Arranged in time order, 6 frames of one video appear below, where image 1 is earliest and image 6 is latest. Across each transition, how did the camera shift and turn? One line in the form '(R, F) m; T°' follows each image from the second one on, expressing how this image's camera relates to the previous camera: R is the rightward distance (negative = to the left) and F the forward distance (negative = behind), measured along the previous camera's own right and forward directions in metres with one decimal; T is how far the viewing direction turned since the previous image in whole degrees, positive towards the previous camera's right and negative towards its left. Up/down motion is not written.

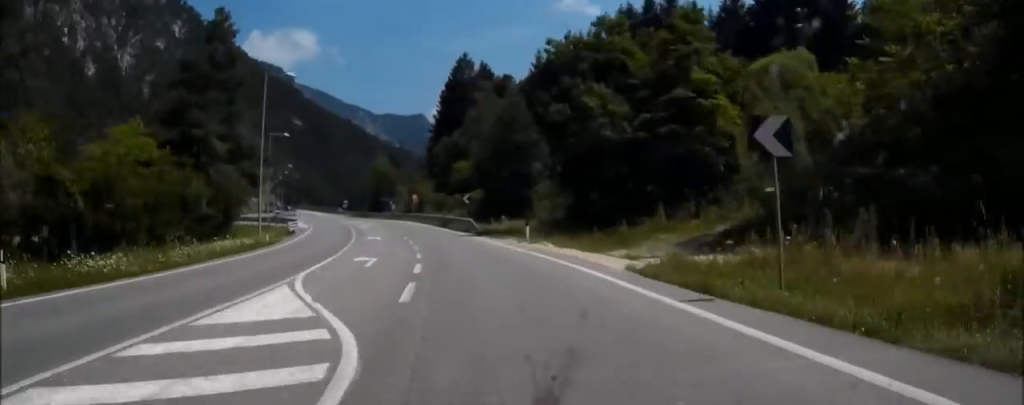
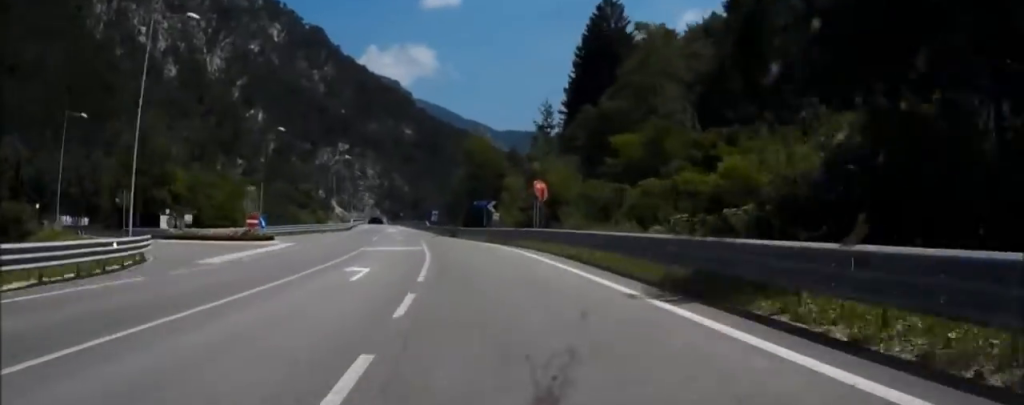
(-4.1, +51.5) m; -5°
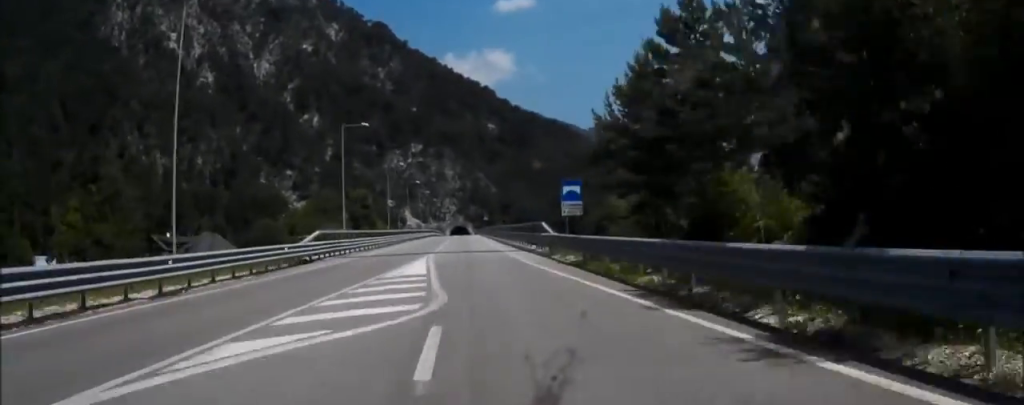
(0.0, +73.8) m; 0°
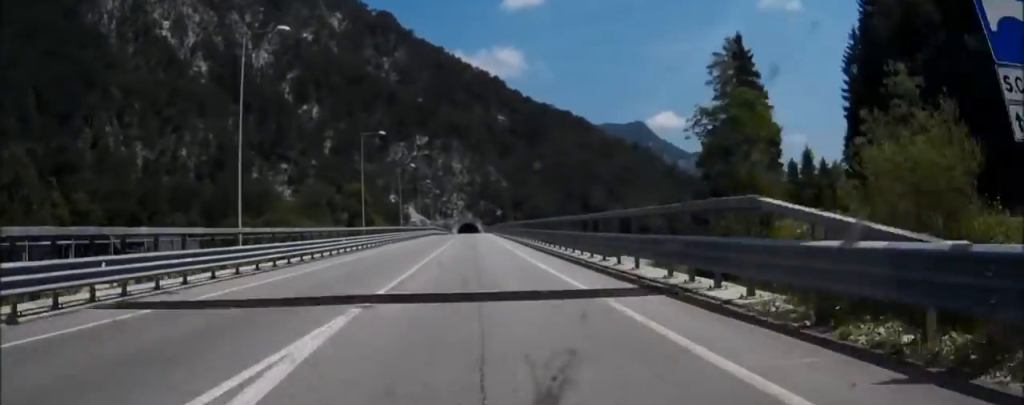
(0.0, +26.7) m; 0°
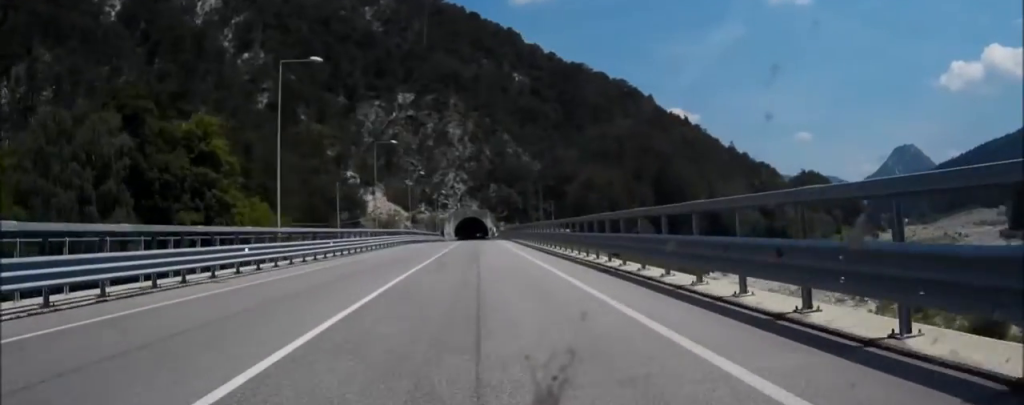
(-2.9, +123.9) m; -3°
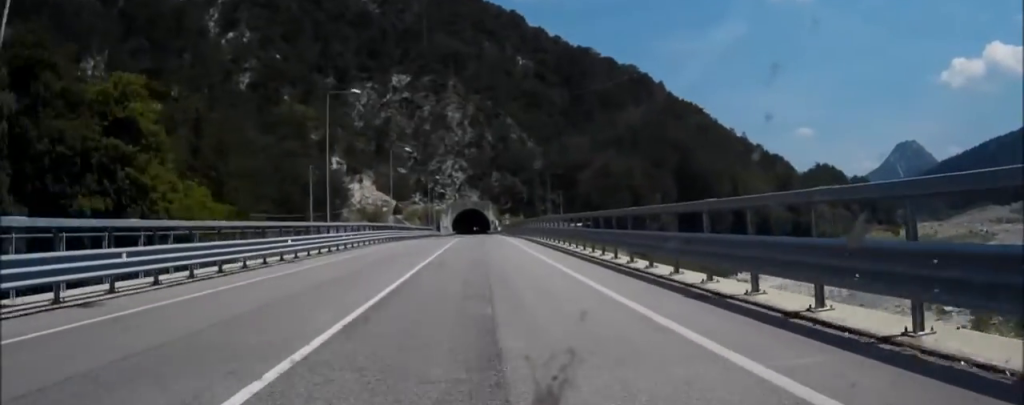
(0.0, +22.5) m; 0°
